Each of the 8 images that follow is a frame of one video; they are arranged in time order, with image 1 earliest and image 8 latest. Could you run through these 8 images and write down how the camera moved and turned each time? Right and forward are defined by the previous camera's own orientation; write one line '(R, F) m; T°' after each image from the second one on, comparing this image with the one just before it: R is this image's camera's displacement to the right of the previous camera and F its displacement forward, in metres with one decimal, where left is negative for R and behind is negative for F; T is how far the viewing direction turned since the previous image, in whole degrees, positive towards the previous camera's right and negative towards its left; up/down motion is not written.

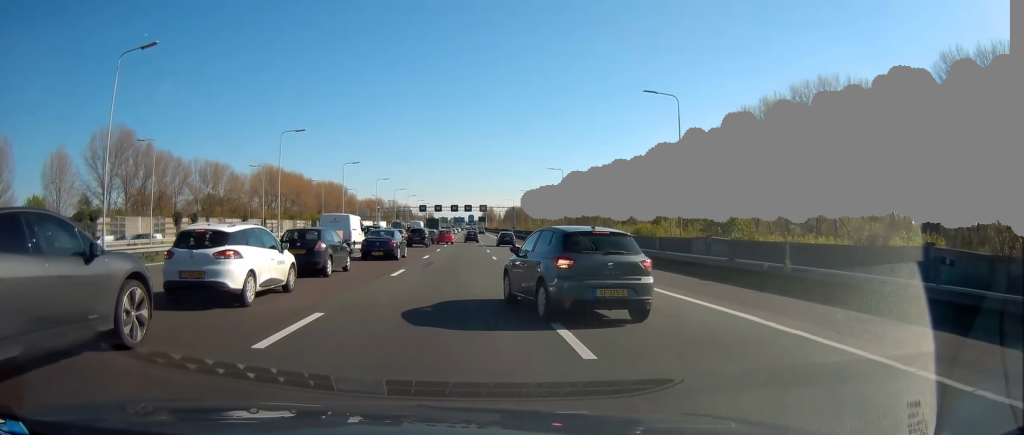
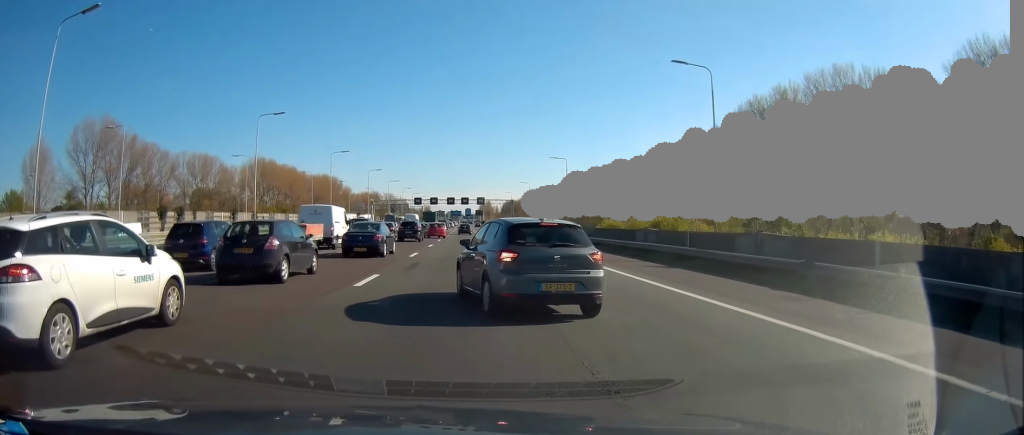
(0.0, +5.6) m; +2°
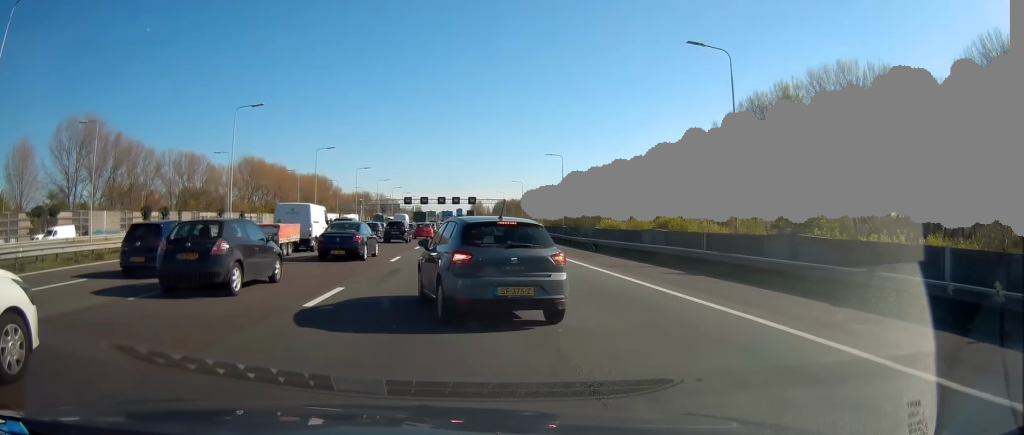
(+0.2, +4.0) m; +1°
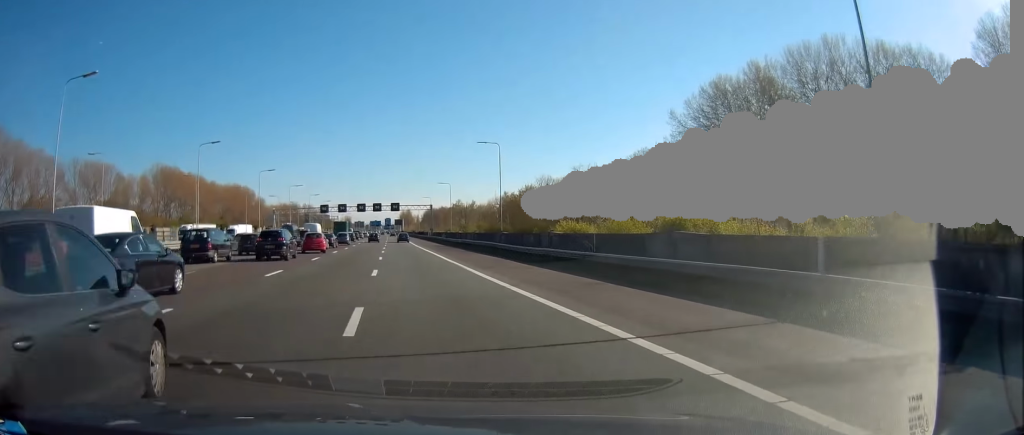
(+0.4, +16.4) m; -1°
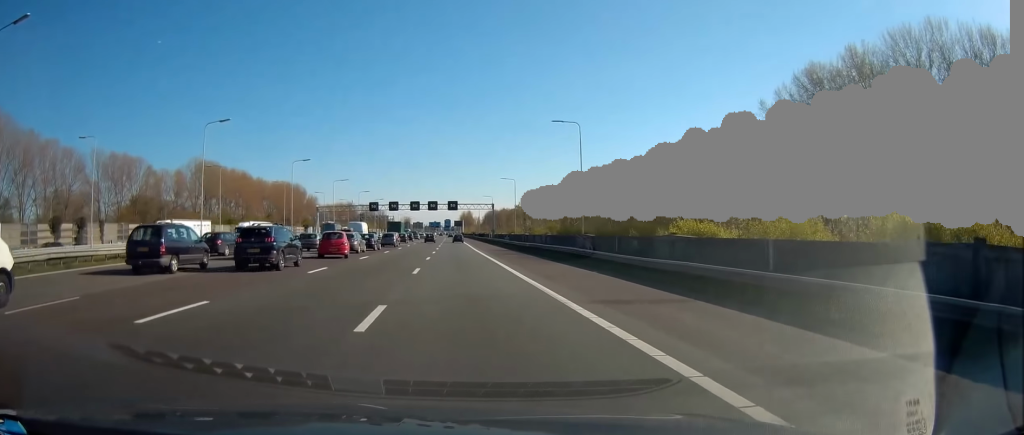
(-0.4, +12.7) m; -2°
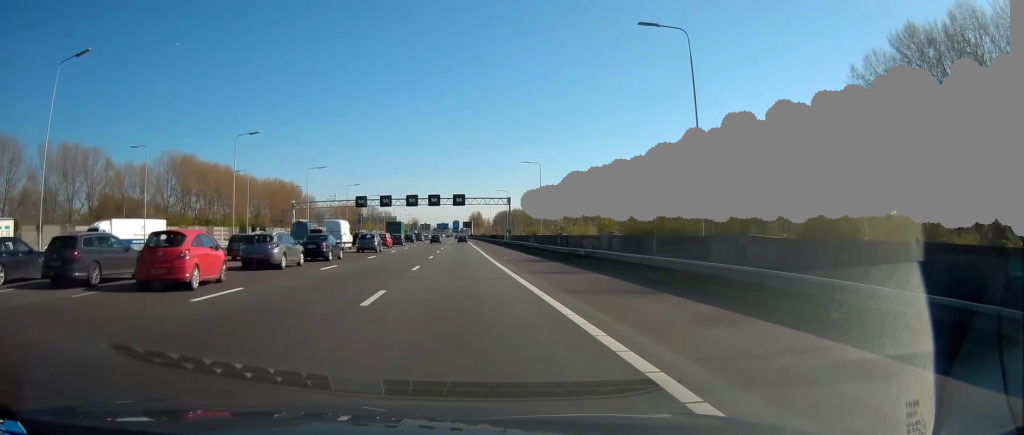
(-0.4, +23.0) m; -1°
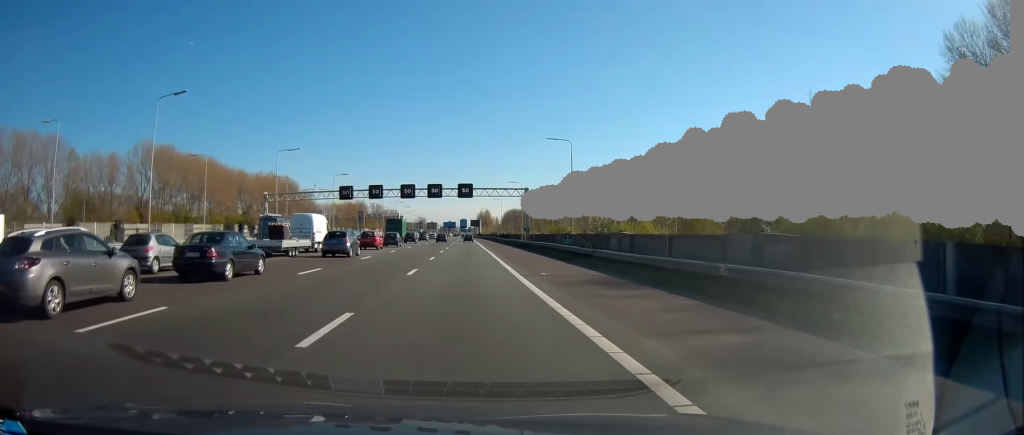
(-0.2, +17.1) m; 0°
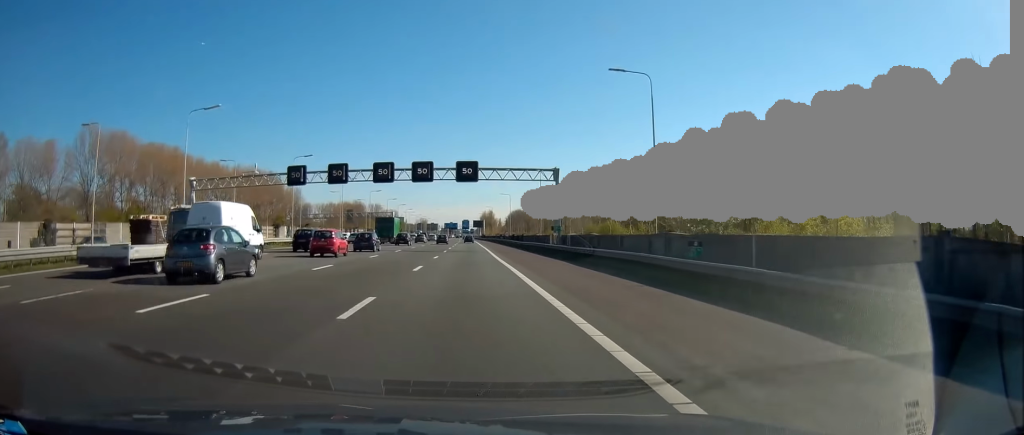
(+0.1, +23.7) m; 0°
